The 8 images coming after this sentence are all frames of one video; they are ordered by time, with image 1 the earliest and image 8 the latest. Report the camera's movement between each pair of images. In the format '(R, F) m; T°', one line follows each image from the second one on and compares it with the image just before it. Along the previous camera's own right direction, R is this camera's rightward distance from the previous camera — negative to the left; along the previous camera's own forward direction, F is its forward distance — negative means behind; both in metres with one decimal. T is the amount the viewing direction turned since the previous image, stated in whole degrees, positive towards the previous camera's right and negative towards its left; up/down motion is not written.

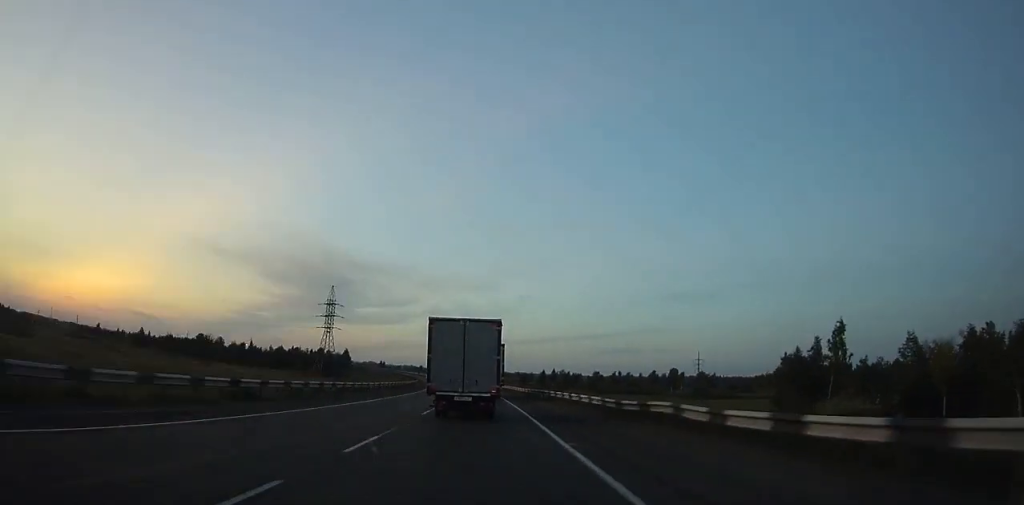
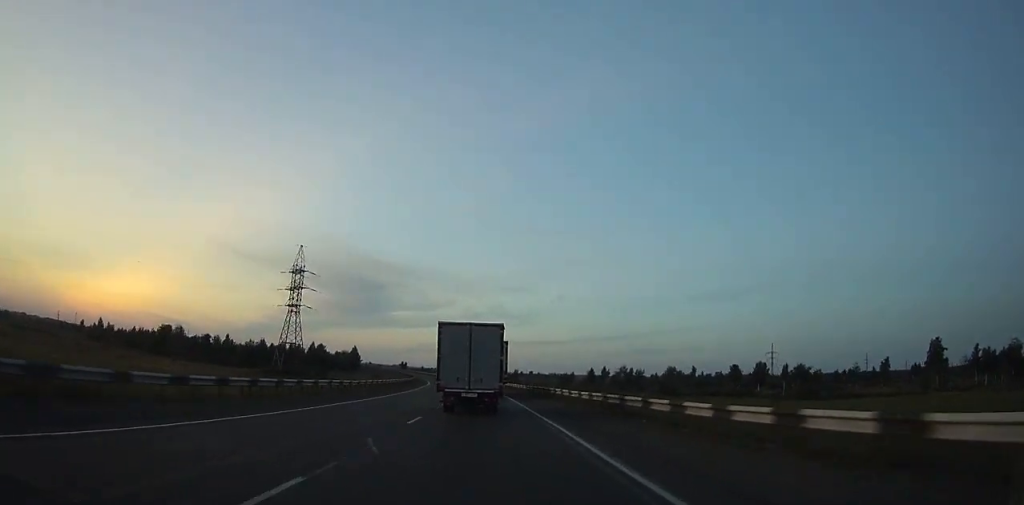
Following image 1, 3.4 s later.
(-1.8, +64.2) m; -4°
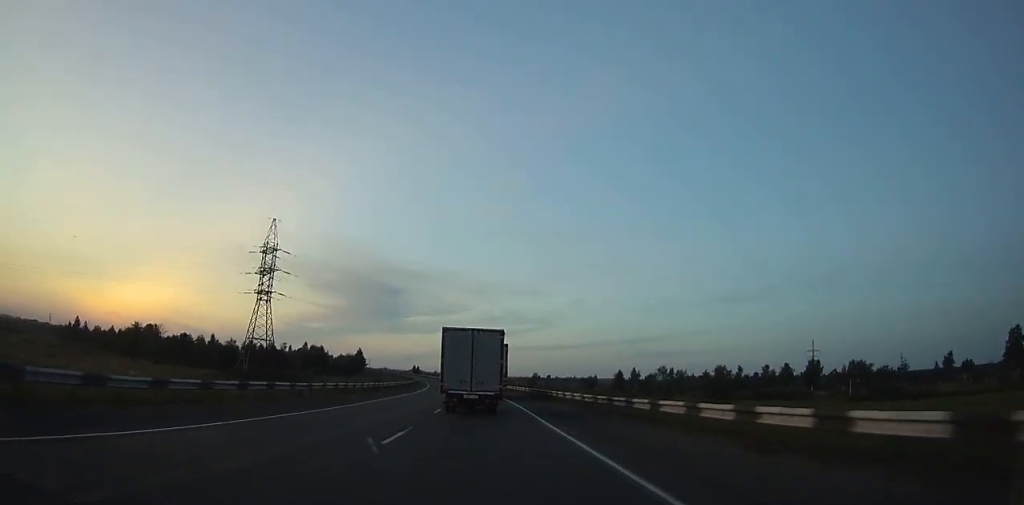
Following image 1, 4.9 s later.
(-0.7, +29.1) m; -2°
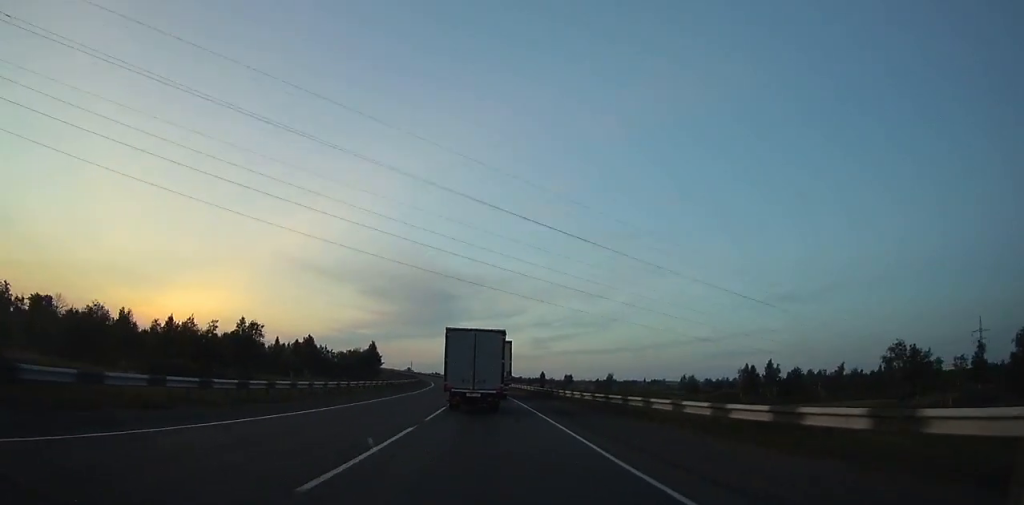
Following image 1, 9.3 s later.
(-3.4, +86.4) m; -5°
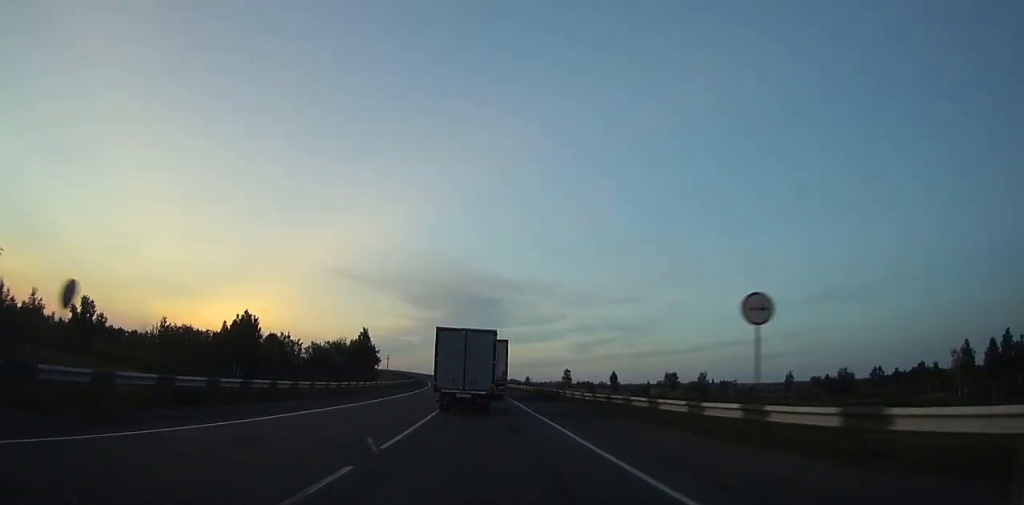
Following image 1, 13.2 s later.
(-2.8, +77.5) m; -4°
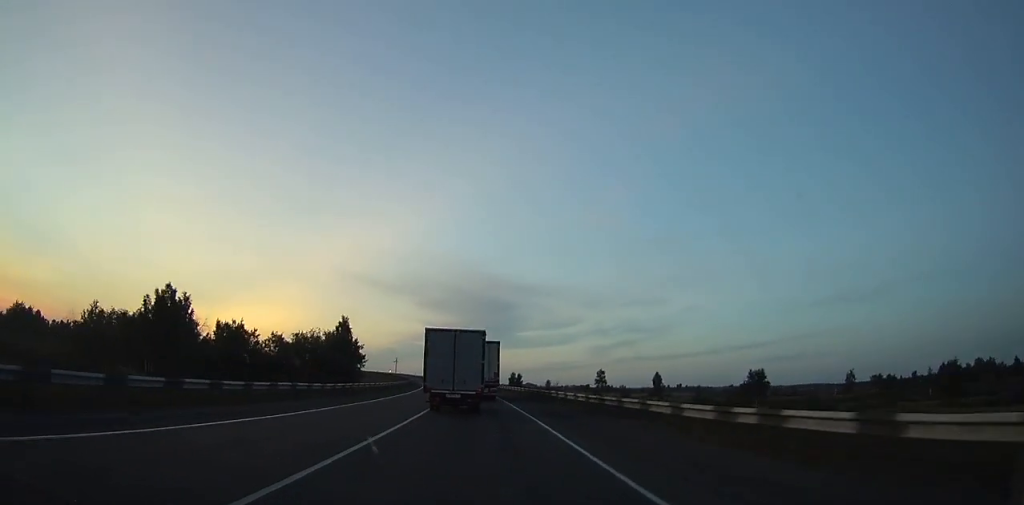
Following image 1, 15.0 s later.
(-0.6, +35.7) m; -2°
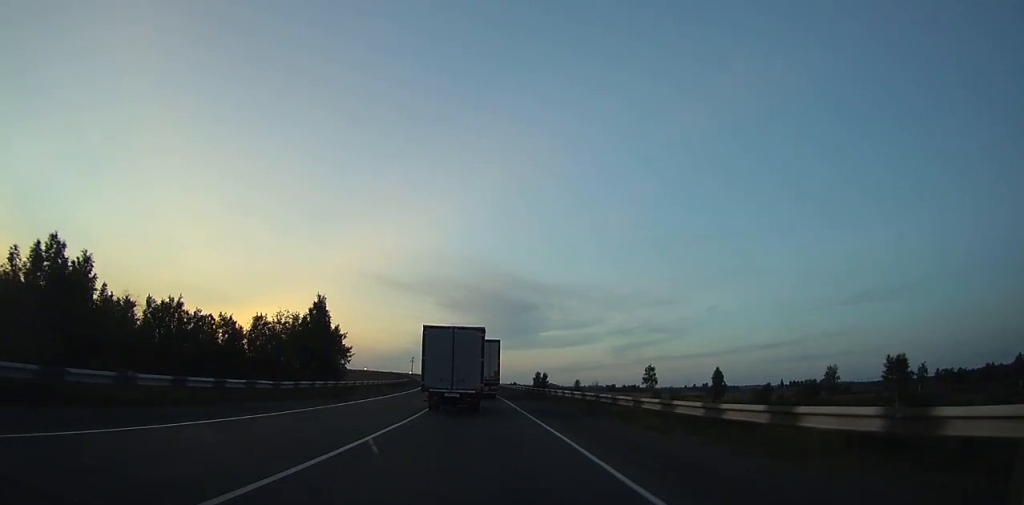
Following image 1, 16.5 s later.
(-0.6, +29.5) m; -2°
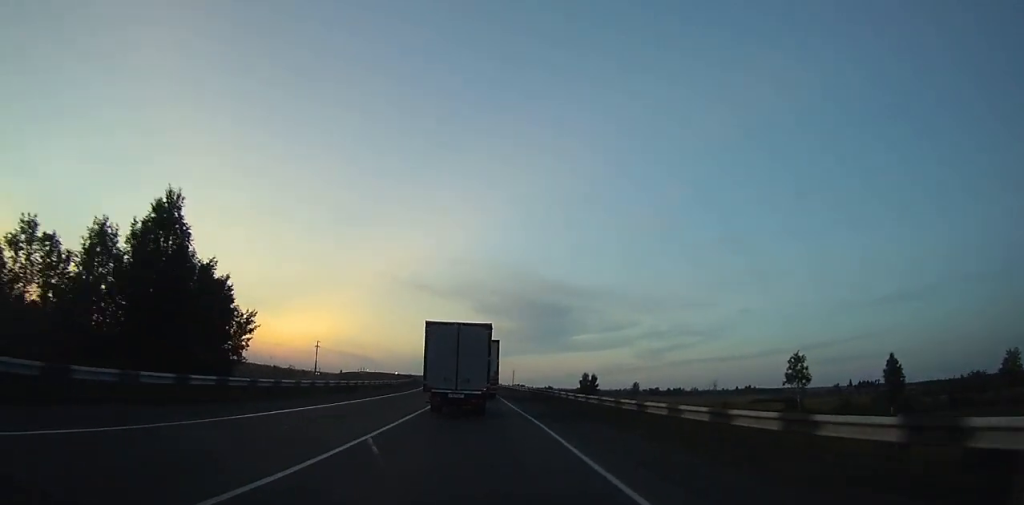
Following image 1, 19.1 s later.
(-1.3, +50.8) m; -3°
